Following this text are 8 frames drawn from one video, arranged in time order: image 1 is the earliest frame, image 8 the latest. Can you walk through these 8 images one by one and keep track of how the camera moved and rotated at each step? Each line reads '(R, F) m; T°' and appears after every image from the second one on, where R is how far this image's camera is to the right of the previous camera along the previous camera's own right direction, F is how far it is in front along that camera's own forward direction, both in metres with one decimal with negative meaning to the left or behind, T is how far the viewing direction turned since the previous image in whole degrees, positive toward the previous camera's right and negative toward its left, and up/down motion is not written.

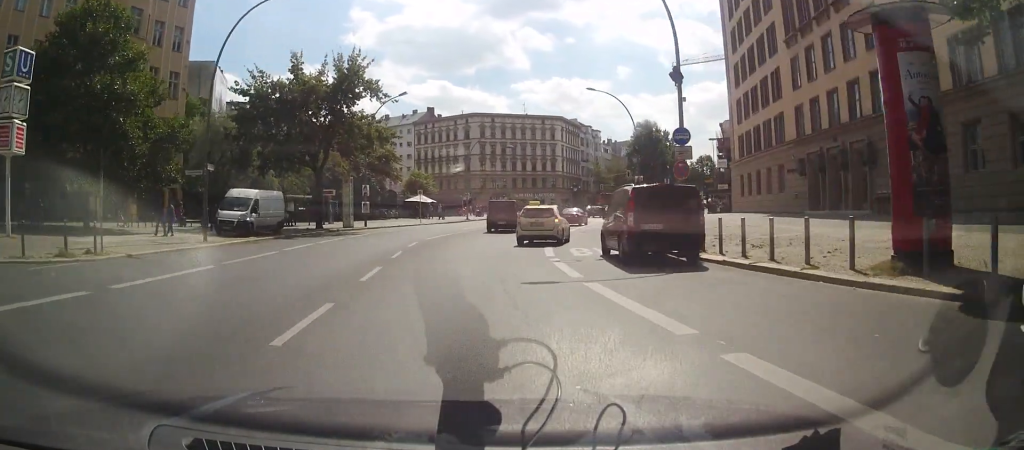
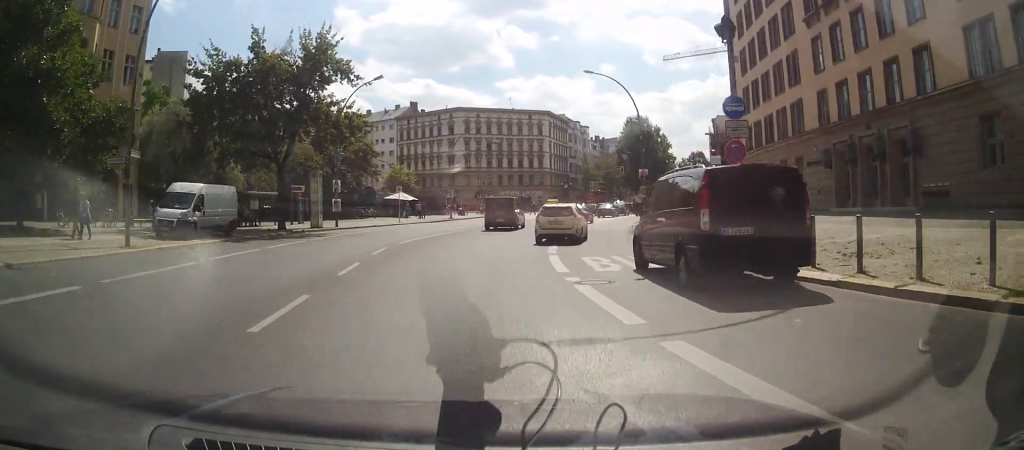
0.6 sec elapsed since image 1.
(+0.1, +5.5) m; +1°
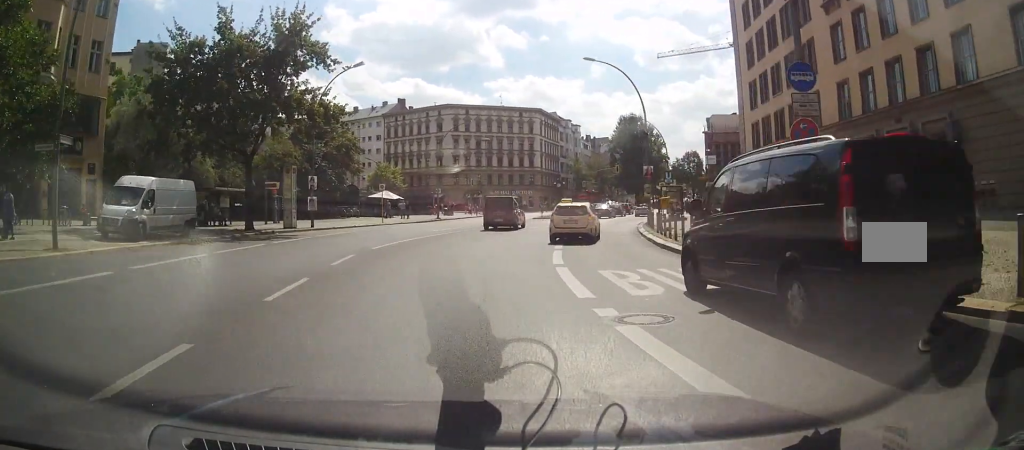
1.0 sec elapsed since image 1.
(0.0, +3.8) m; 0°
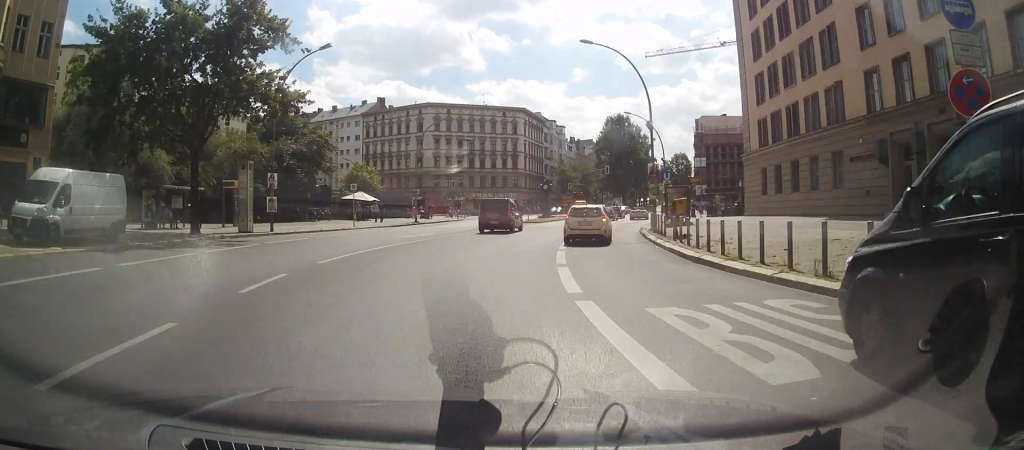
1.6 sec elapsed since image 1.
(0.0, +5.0) m; 0°
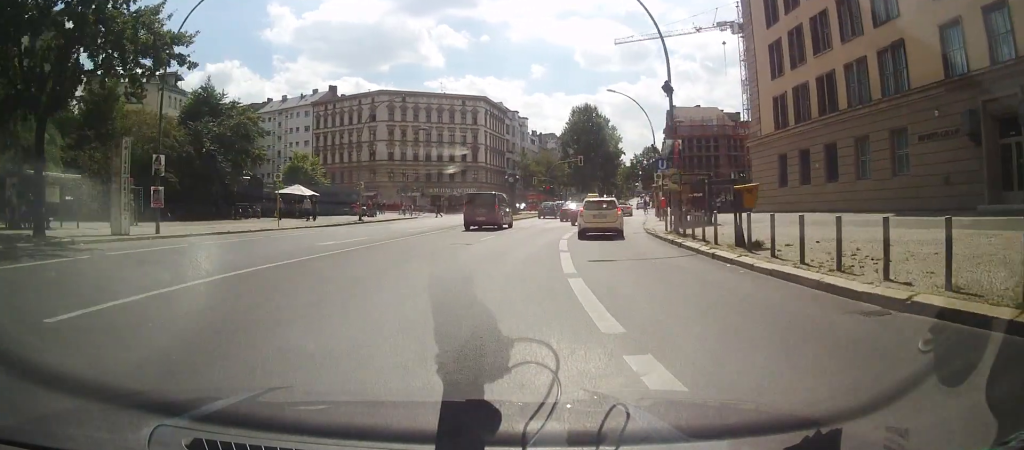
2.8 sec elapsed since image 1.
(+0.1, +9.9) m; +4°
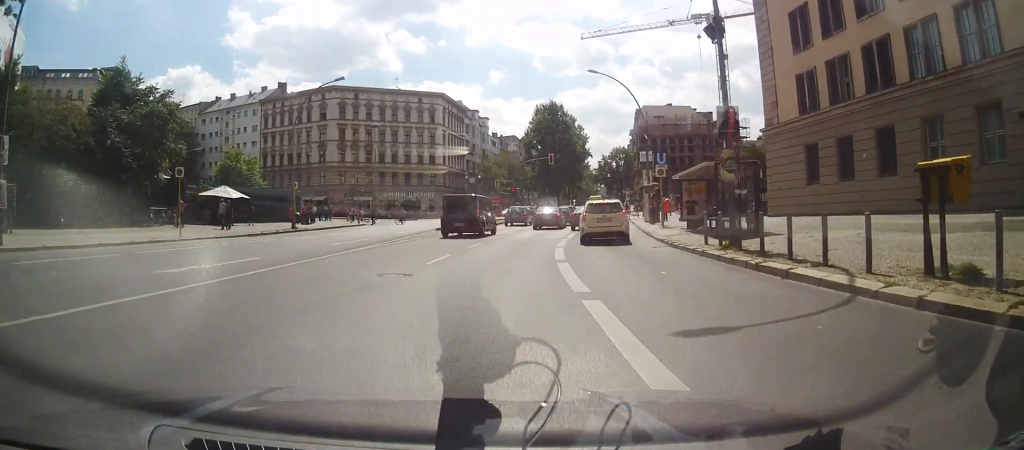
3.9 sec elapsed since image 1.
(+0.6, +8.8) m; +6°
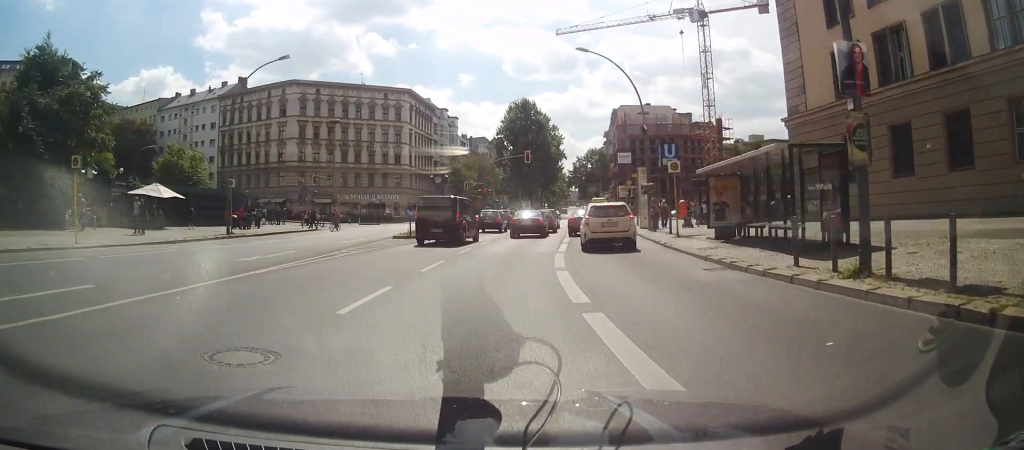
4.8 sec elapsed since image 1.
(+0.2, +6.9) m; +3°
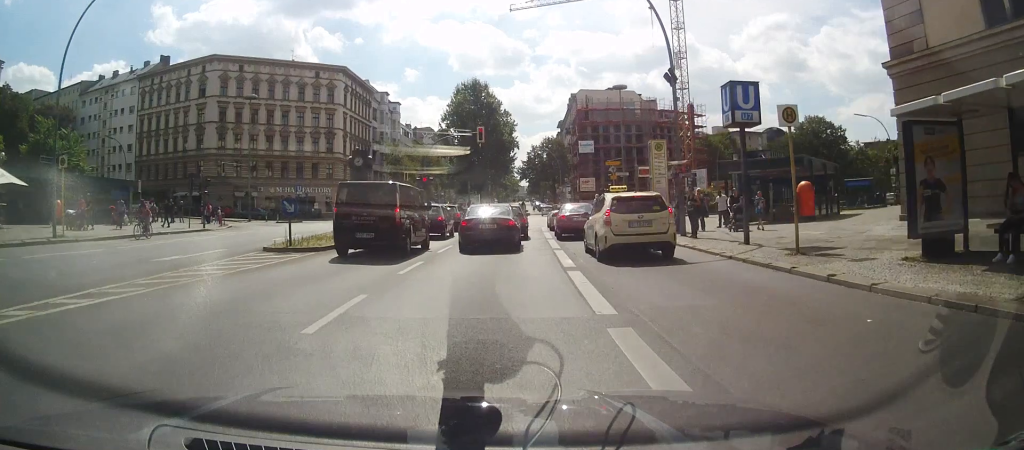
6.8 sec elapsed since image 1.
(+0.4, +13.7) m; +4°
